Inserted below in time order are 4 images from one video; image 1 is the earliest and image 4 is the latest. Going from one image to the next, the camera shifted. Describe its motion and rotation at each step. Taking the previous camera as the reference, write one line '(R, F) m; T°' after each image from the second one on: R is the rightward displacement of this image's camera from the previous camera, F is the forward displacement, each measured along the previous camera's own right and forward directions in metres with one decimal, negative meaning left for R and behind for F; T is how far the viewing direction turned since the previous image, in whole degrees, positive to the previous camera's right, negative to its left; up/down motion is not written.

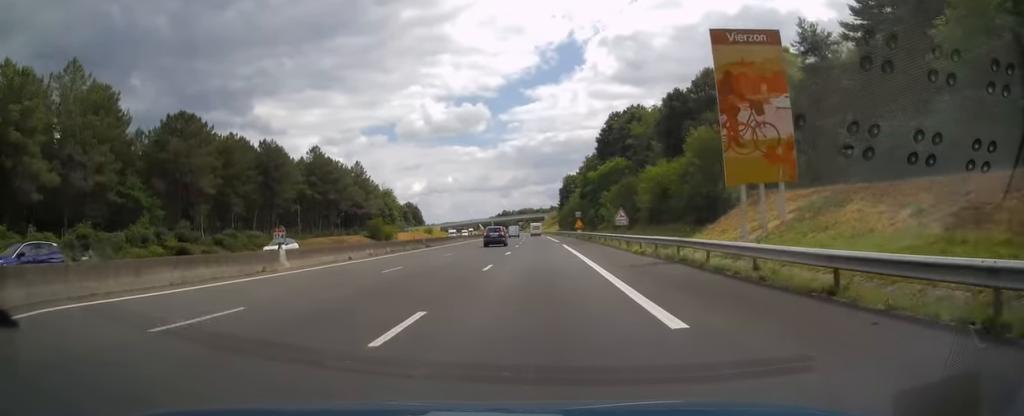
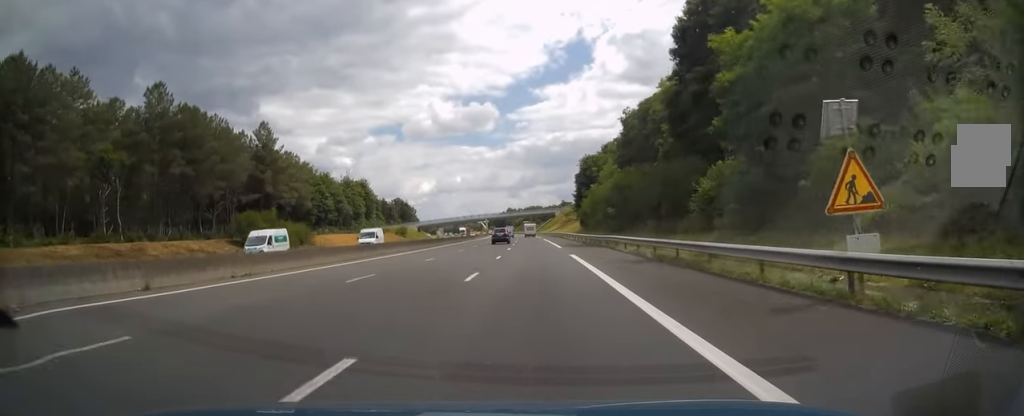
(-0.5, +68.5) m; -1°
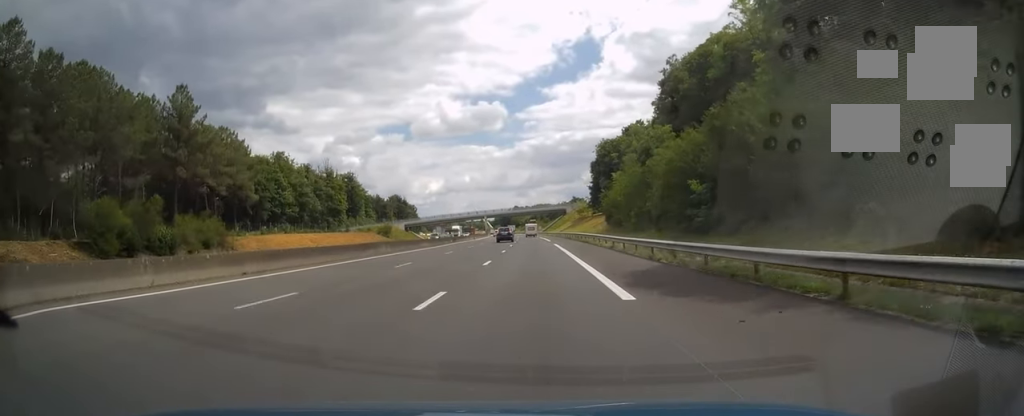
(-0.1, +32.0) m; -1°
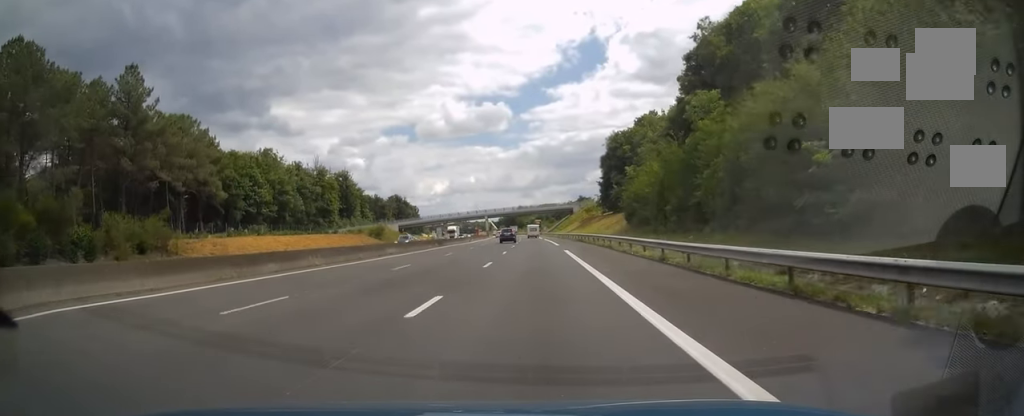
(-0.1, +13.8) m; 0°
